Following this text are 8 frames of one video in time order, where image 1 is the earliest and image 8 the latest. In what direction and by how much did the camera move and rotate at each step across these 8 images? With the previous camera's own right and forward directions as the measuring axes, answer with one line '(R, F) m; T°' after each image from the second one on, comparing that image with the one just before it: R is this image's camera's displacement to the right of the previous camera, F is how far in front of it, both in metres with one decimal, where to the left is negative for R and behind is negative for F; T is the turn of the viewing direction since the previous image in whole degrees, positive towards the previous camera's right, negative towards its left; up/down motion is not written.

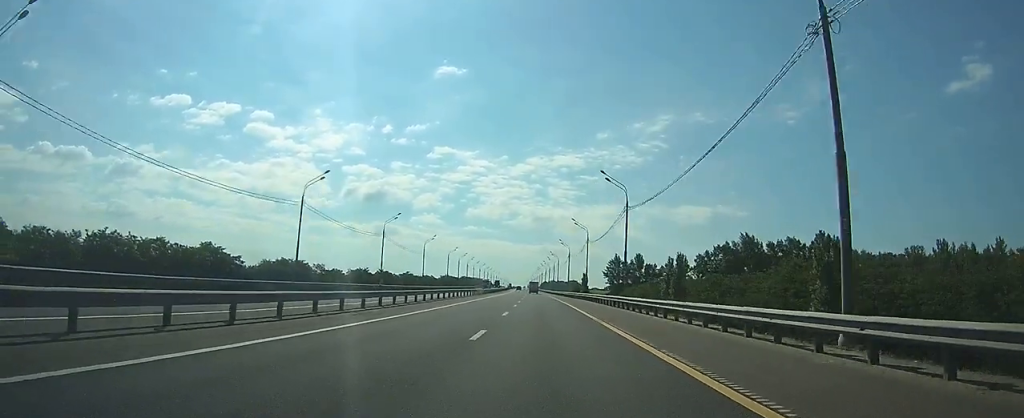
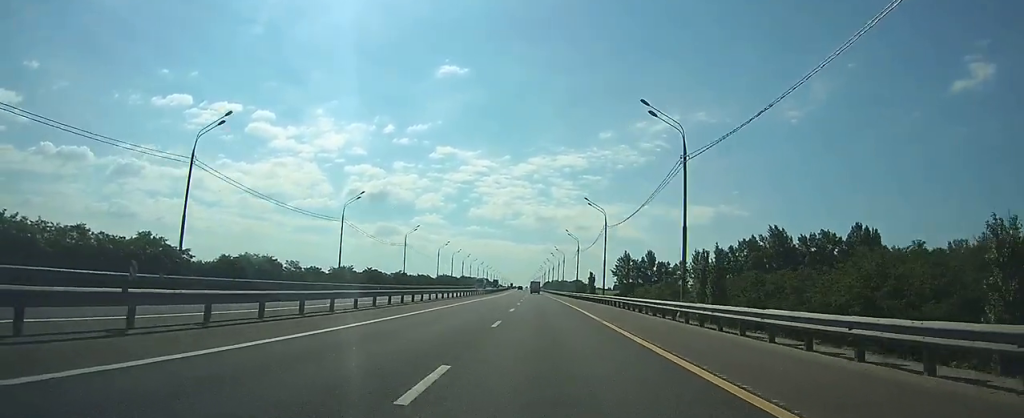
(-0.1, +19.3) m; 0°
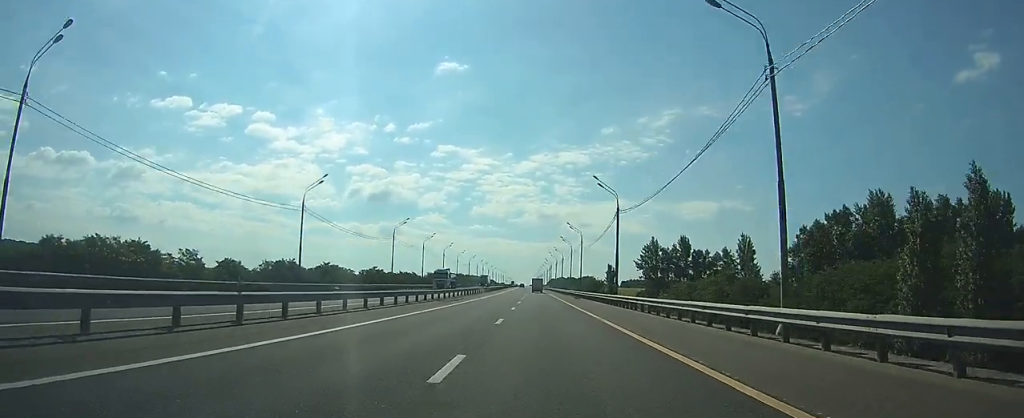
(-0.3, +46.0) m; -1°
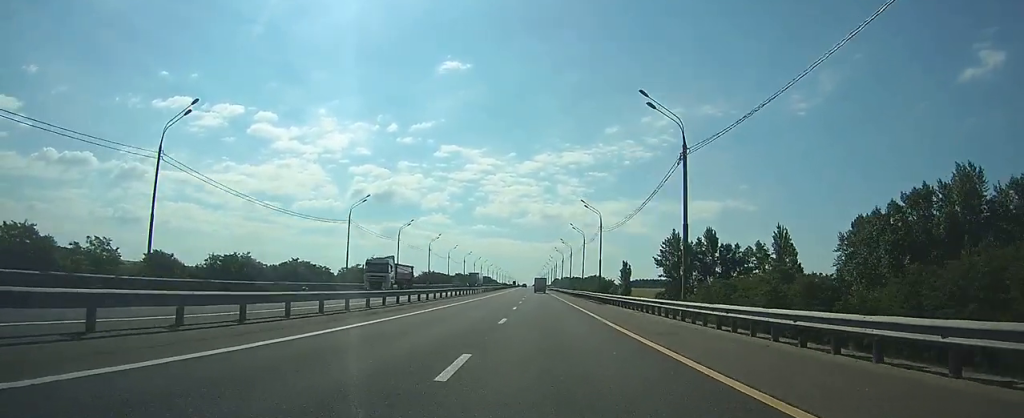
(0.0, +23.5) m; 0°
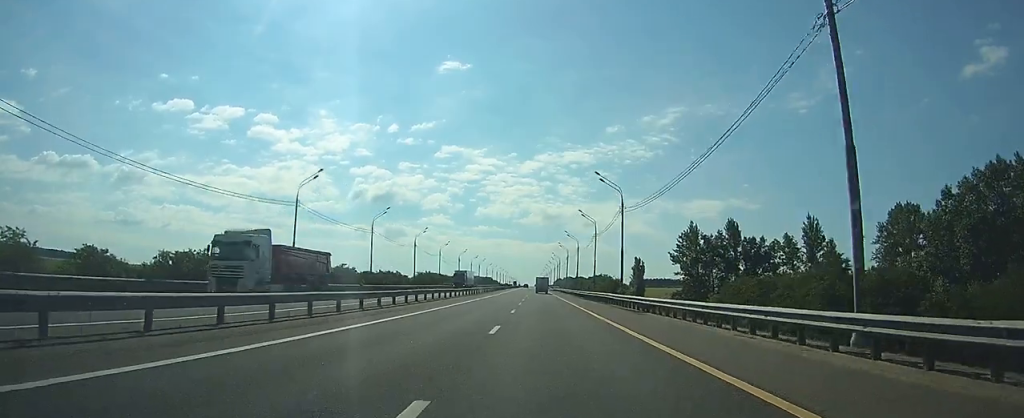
(0.0, +16.0) m; 0°
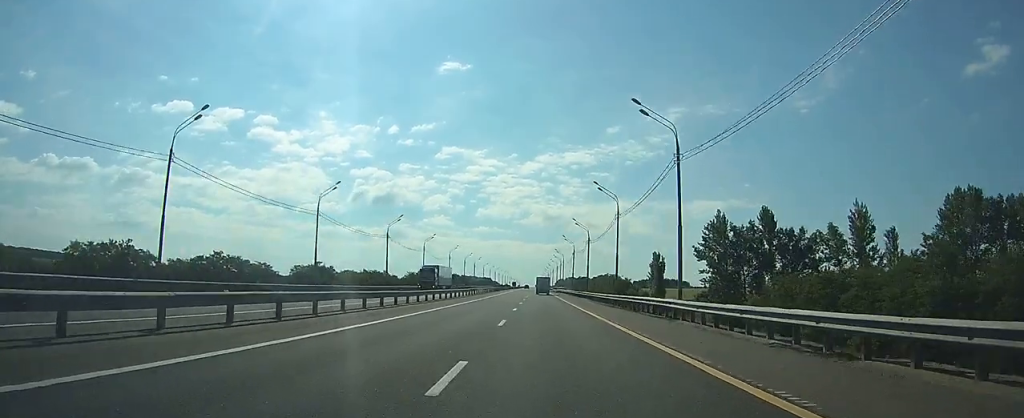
(0.0, +20.3) m; 0°
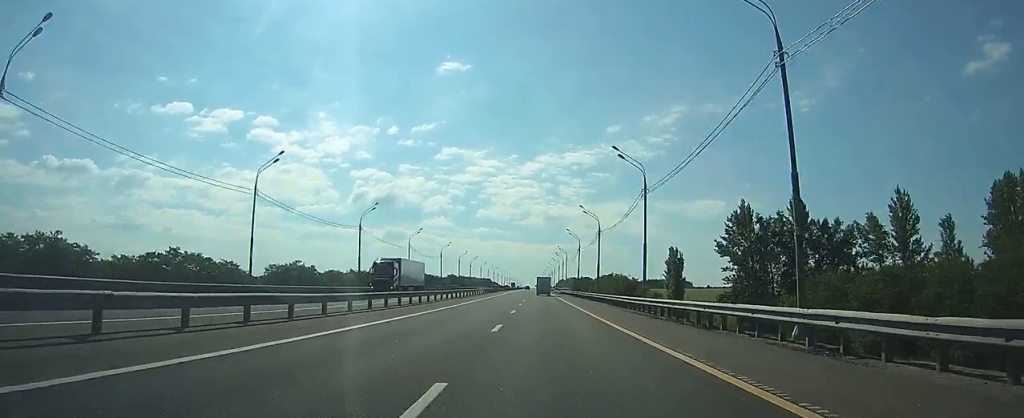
(0.0, +13.9) m; 0°
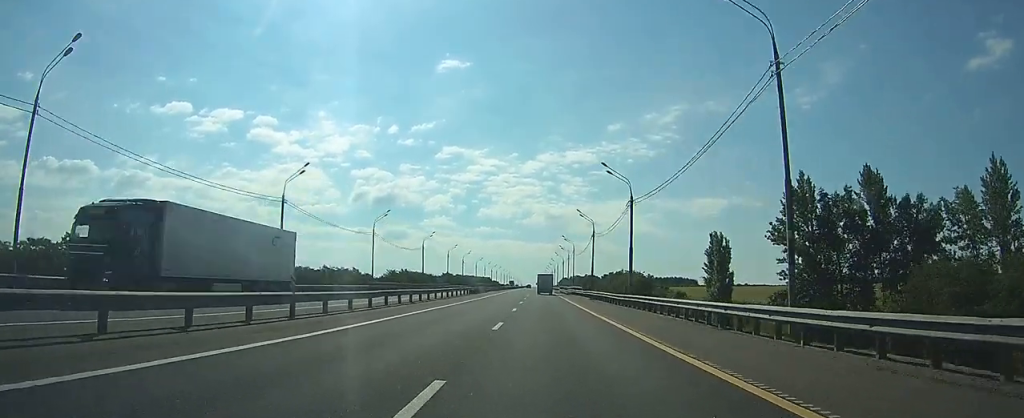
(-0.1, +23.6) m; 0°
